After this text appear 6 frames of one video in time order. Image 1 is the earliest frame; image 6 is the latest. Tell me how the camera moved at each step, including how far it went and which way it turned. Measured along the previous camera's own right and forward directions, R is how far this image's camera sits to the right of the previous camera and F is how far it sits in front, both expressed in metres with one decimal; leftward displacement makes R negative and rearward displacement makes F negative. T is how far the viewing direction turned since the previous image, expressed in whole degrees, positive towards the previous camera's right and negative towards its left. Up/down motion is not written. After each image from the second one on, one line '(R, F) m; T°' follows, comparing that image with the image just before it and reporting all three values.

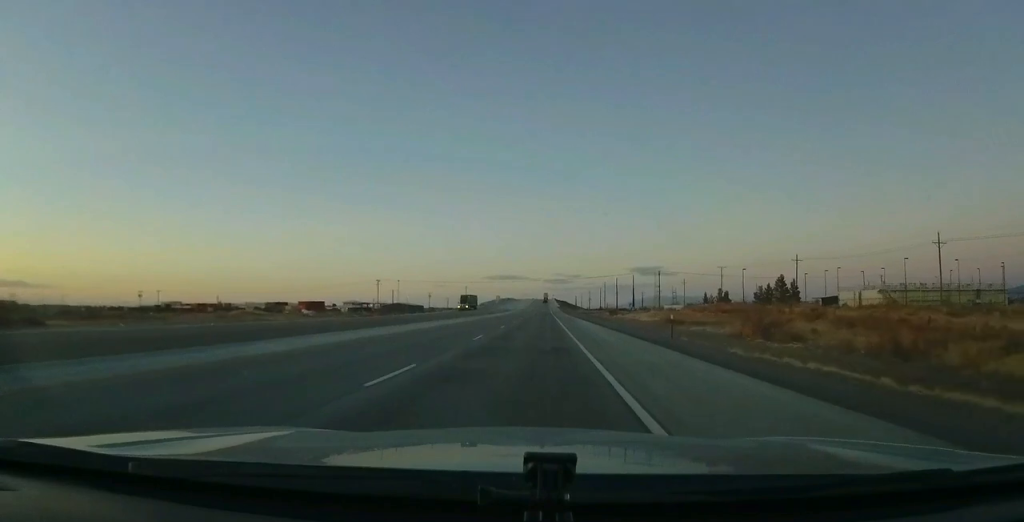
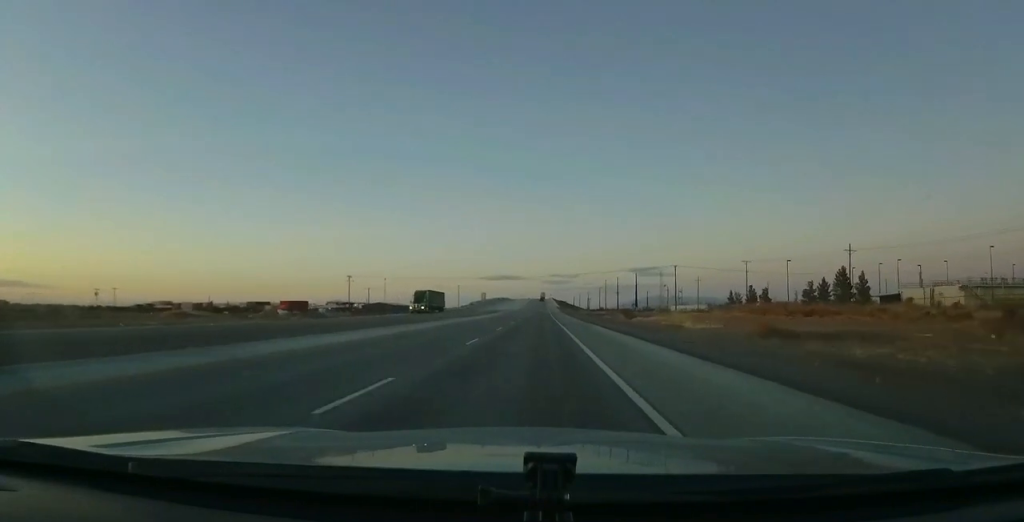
(-0.4, +26.3) m; -1°
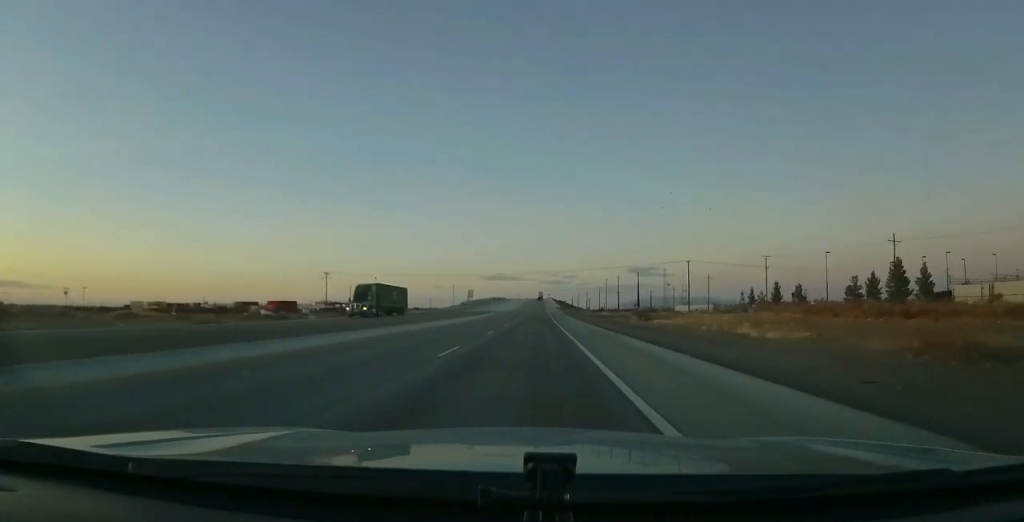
(+0.1, +16.3) m; +1°
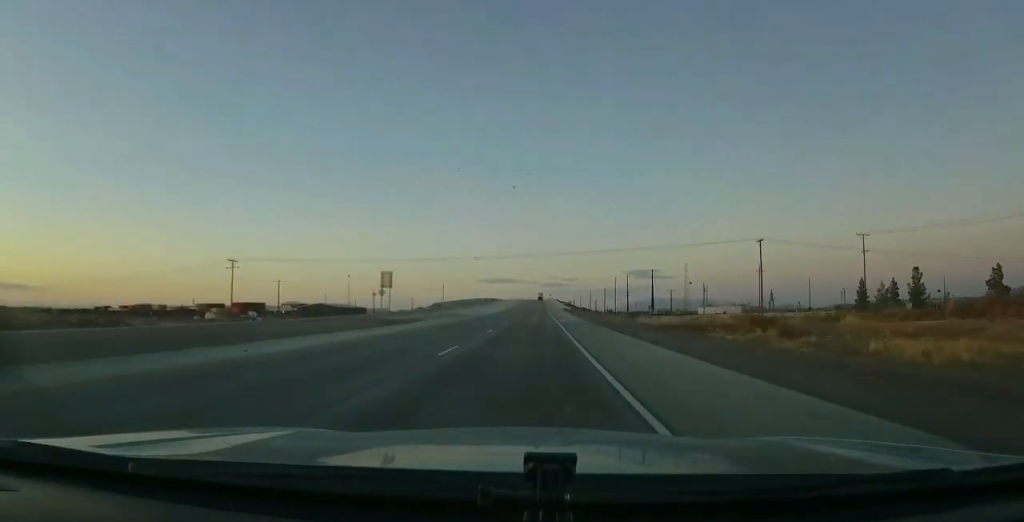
(+0.9, +48.5) m; 0°
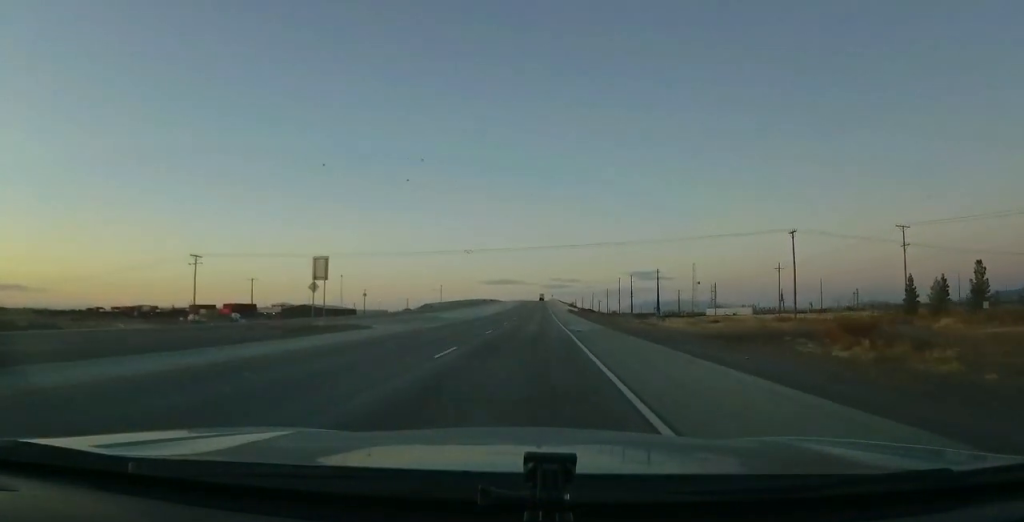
(-0.1, +12.9) m; 0°
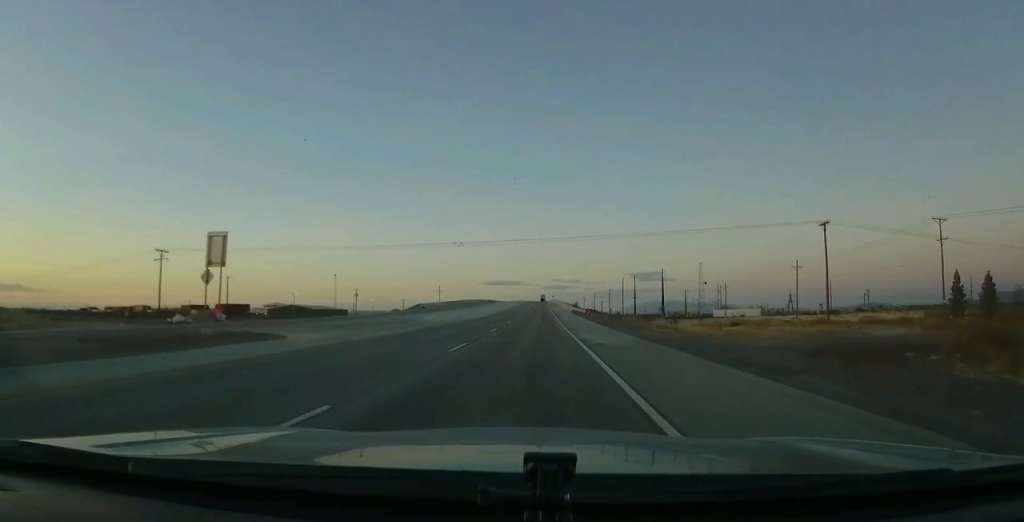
(-0.1, +10.1) m; +1°
